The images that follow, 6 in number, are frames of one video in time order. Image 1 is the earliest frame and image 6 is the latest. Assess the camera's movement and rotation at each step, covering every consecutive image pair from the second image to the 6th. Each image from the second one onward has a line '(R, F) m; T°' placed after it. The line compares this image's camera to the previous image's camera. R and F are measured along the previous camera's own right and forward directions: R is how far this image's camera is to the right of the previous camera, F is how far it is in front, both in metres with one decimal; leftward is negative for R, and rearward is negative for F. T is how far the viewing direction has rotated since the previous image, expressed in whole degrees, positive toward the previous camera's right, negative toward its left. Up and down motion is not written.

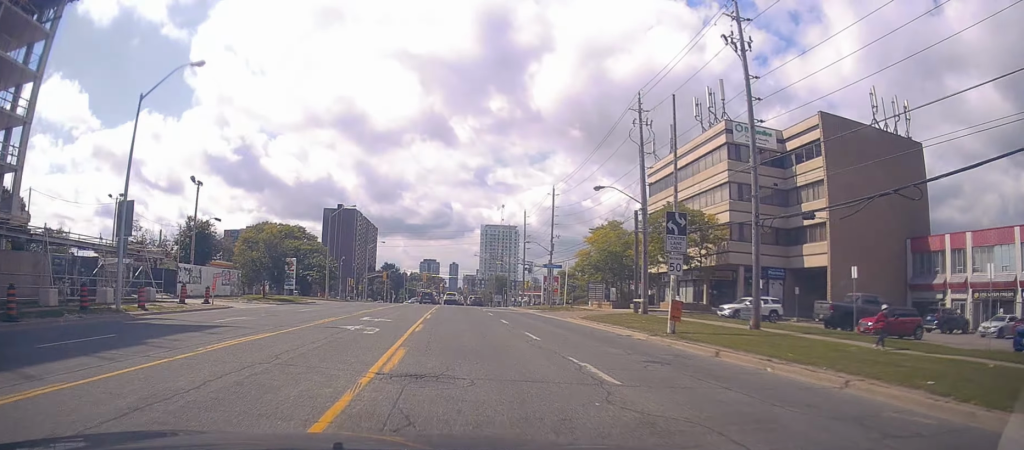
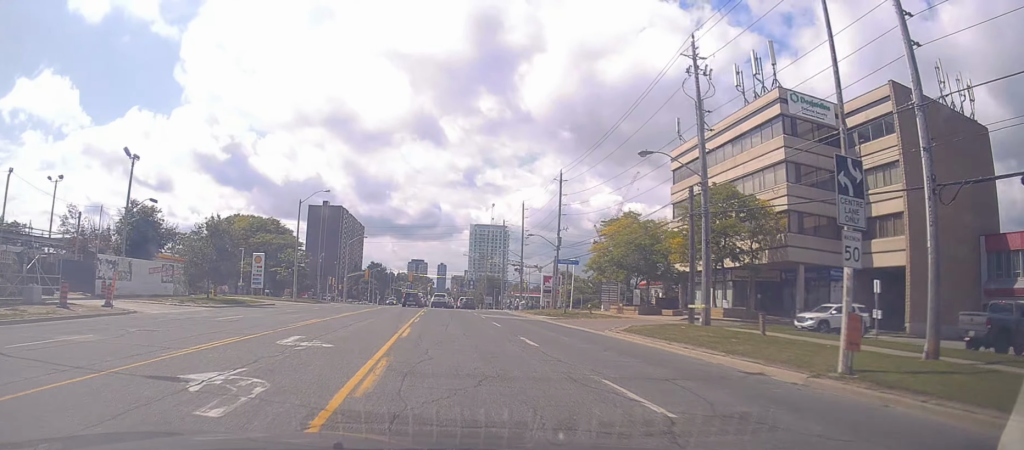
(0.0, +10.8) m; +1°
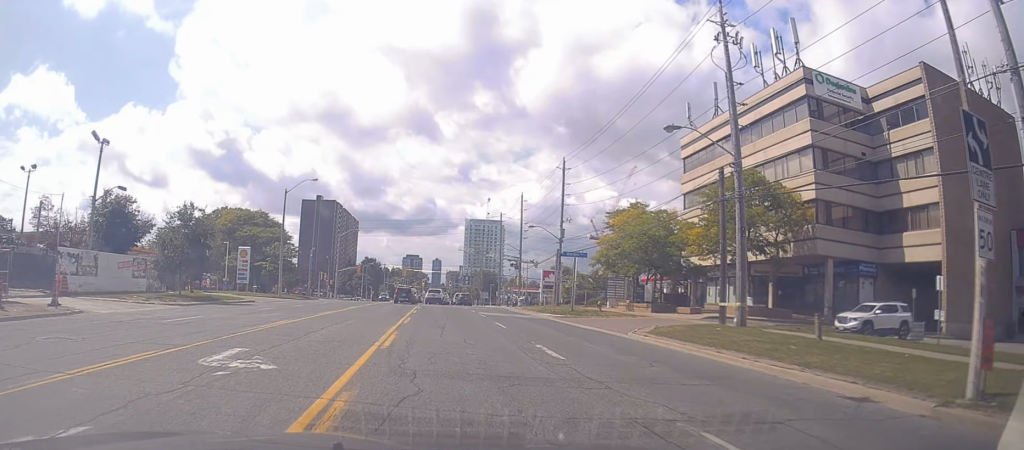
(0.0, +4.1) m; +1°
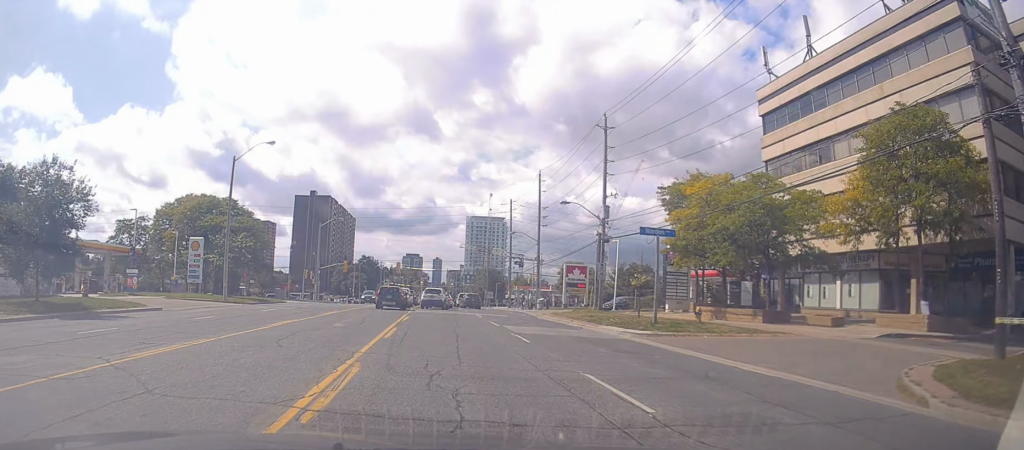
(-0.2, +15.5) m; -2°
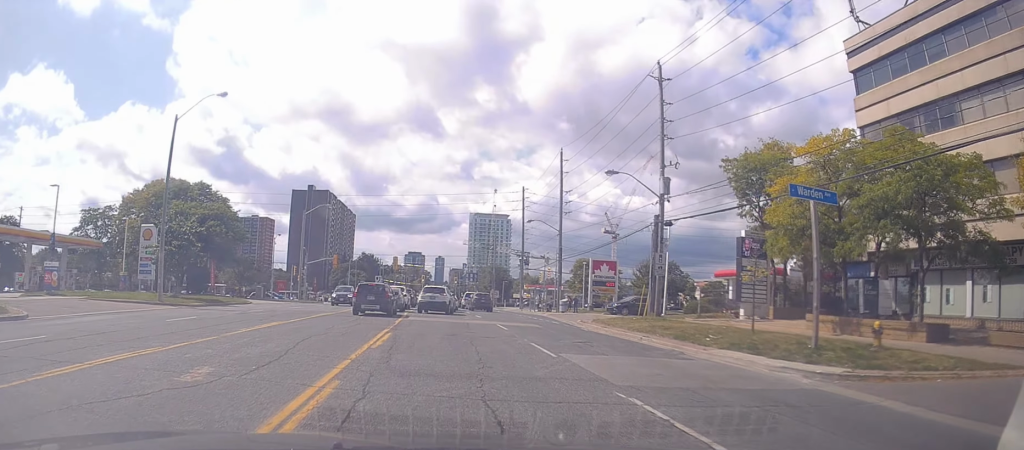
(+0.2, +11.1) m; +1°
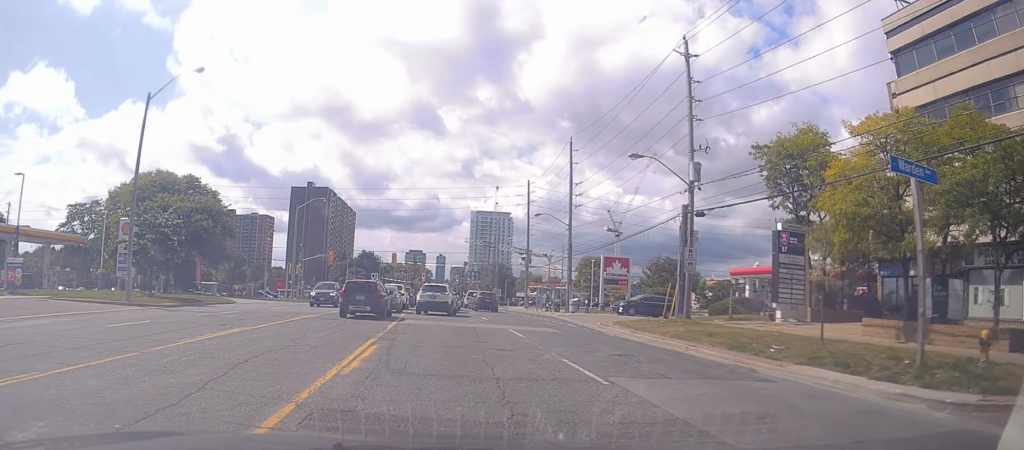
(-0.1, +3.6) m; -1°
